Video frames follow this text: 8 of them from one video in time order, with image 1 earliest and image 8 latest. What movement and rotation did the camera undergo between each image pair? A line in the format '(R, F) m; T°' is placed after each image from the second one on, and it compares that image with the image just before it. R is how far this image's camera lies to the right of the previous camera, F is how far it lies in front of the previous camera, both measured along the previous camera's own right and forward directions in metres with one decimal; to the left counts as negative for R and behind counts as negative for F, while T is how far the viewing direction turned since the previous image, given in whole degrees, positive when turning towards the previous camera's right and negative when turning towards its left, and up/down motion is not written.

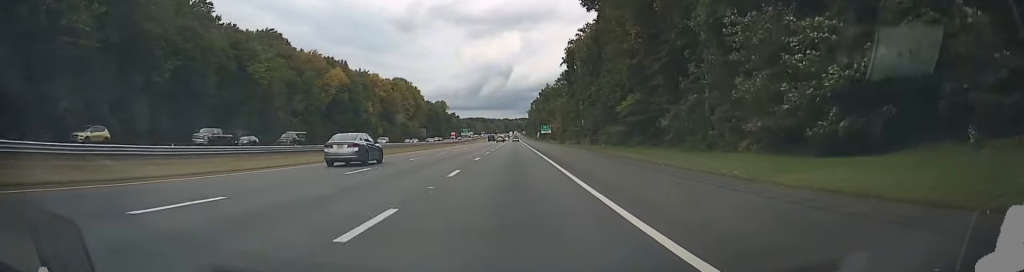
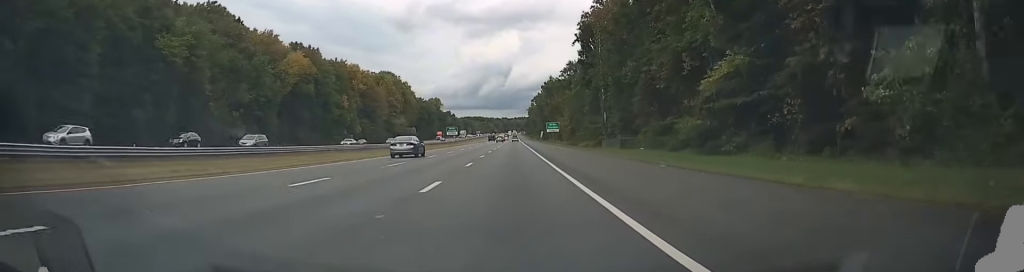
(+0.3, +29.4) m; 0°
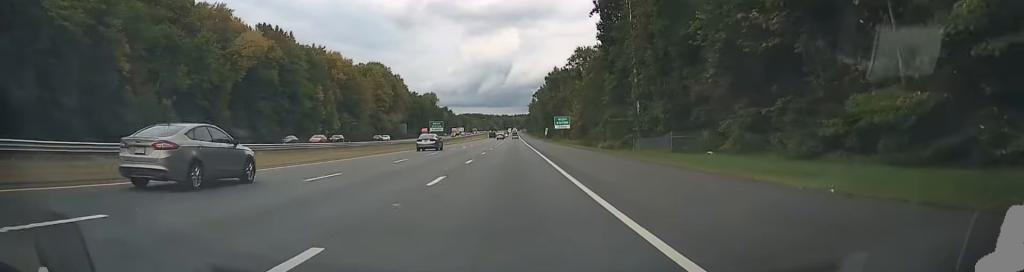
(-0.1, +24.2) m; -1°
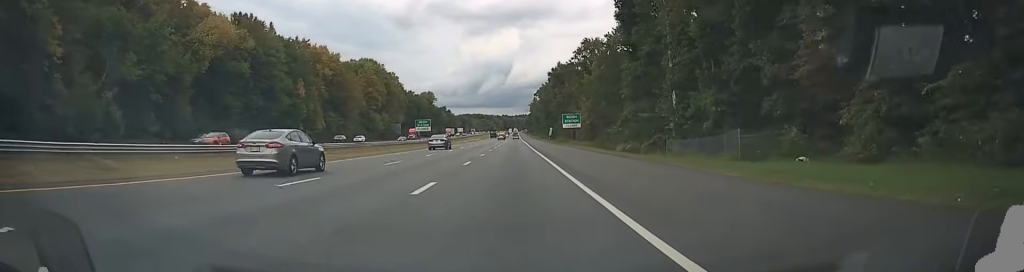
(0.0, +14.3) m; 0°
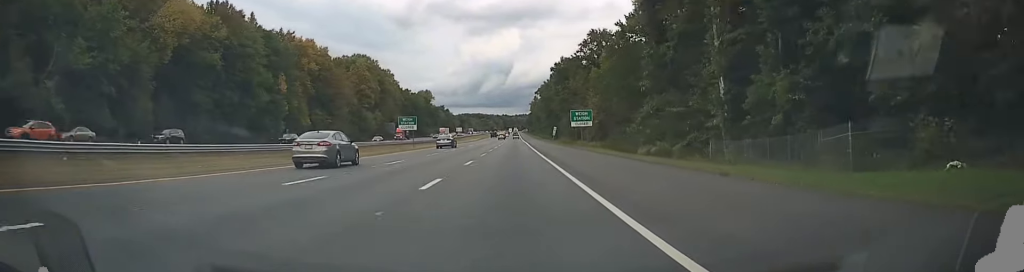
(-0.1, +12.6) m; 0°
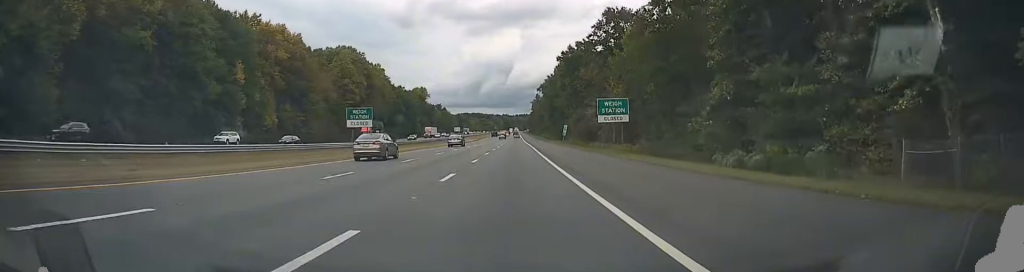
(+0.1, +22.3) m; 0°
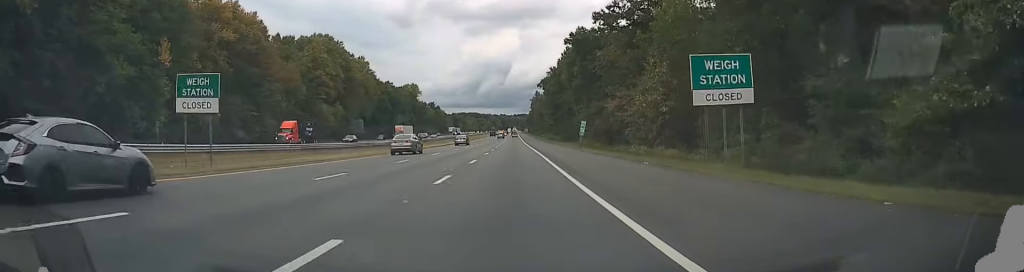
(+0.2, +27.5) m; 0°
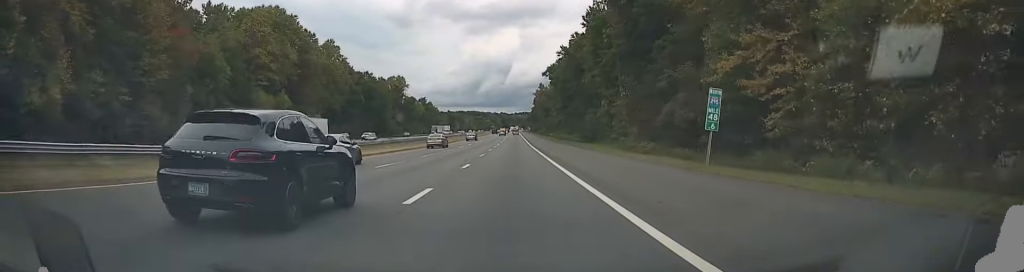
(-0.1, +43.0) m; 0°
